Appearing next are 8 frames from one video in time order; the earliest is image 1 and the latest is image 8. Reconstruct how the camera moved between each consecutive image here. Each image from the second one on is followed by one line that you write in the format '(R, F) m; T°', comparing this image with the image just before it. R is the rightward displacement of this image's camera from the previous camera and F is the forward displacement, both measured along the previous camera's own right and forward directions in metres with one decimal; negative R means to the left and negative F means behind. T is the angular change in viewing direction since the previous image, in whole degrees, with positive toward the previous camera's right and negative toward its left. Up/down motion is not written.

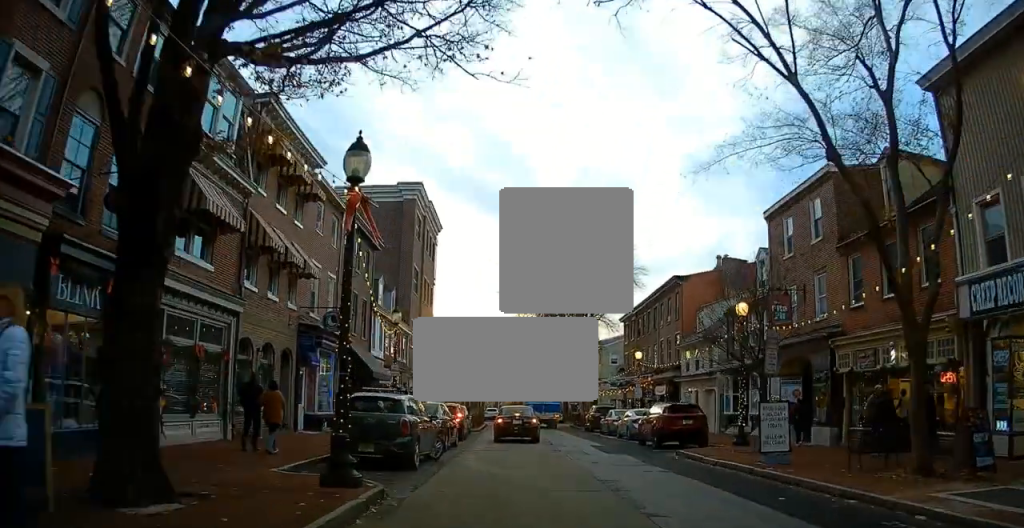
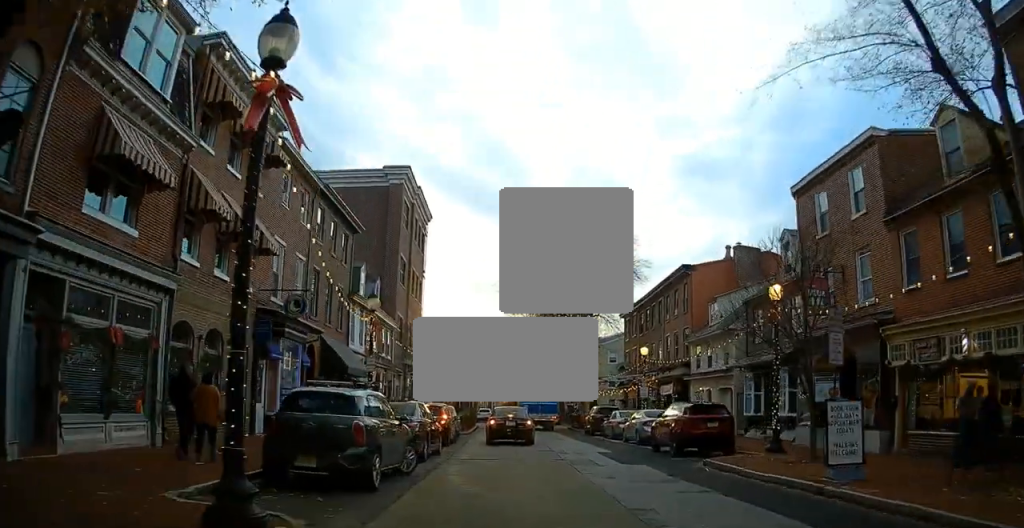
(0.0, +3.8) m; +5°
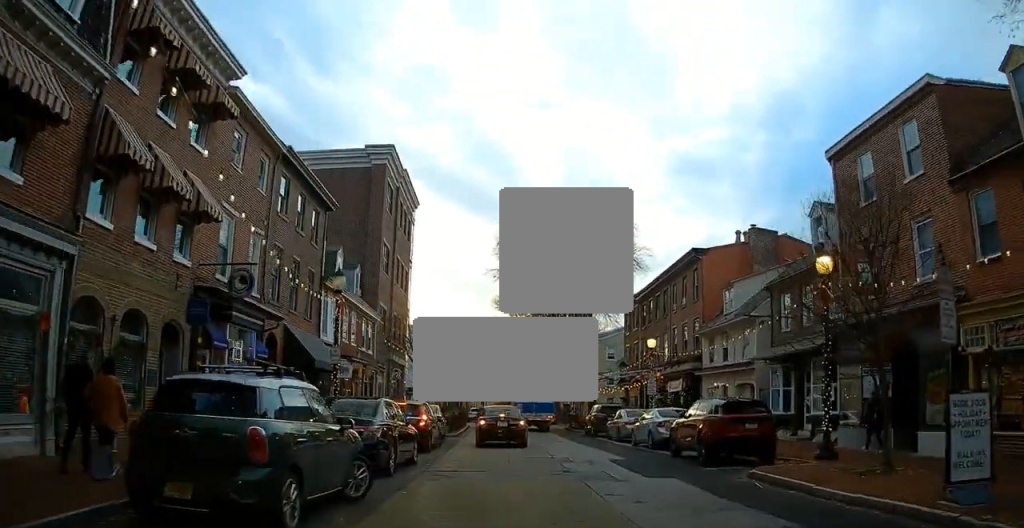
(+0.3, +4.0) m; -1°
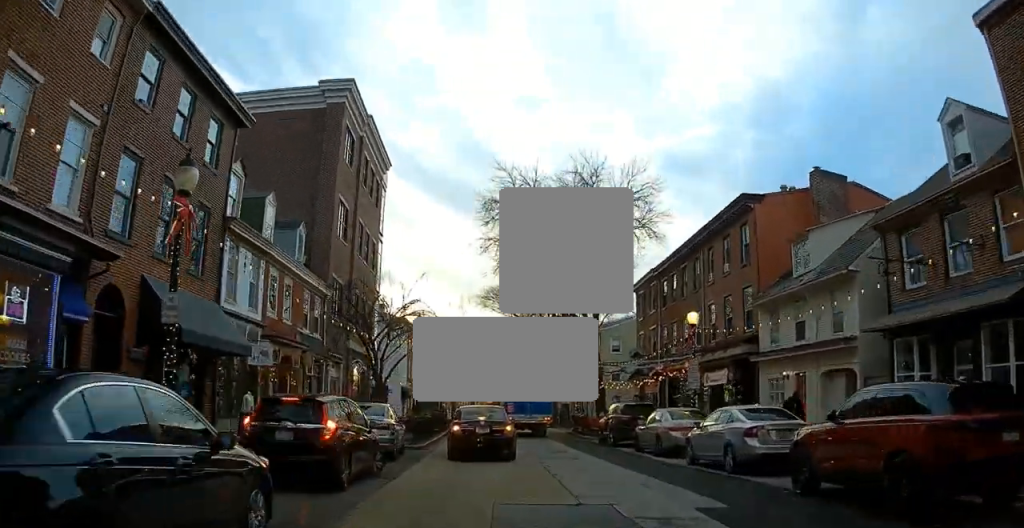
(-0.6, +9.8) m; -2°
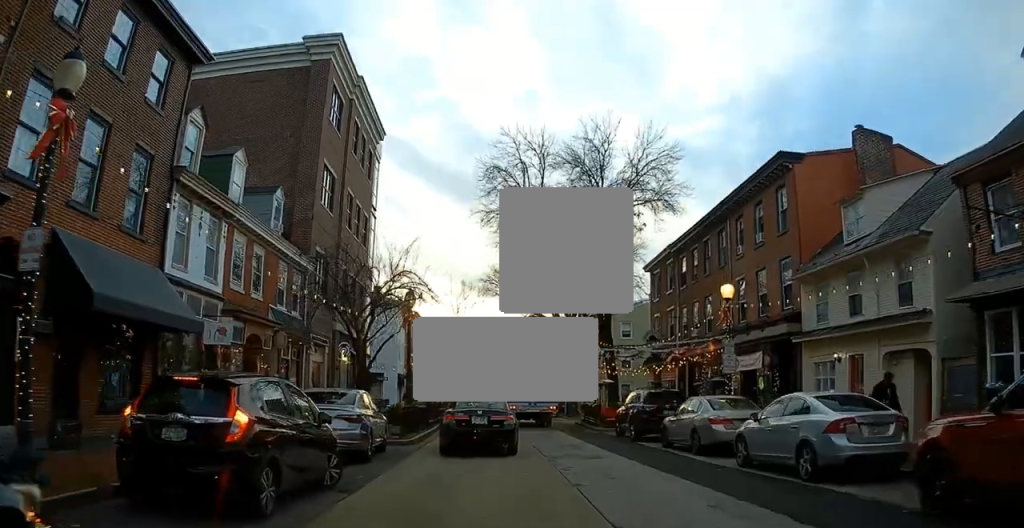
(+0.2, +3.8) m; +3°
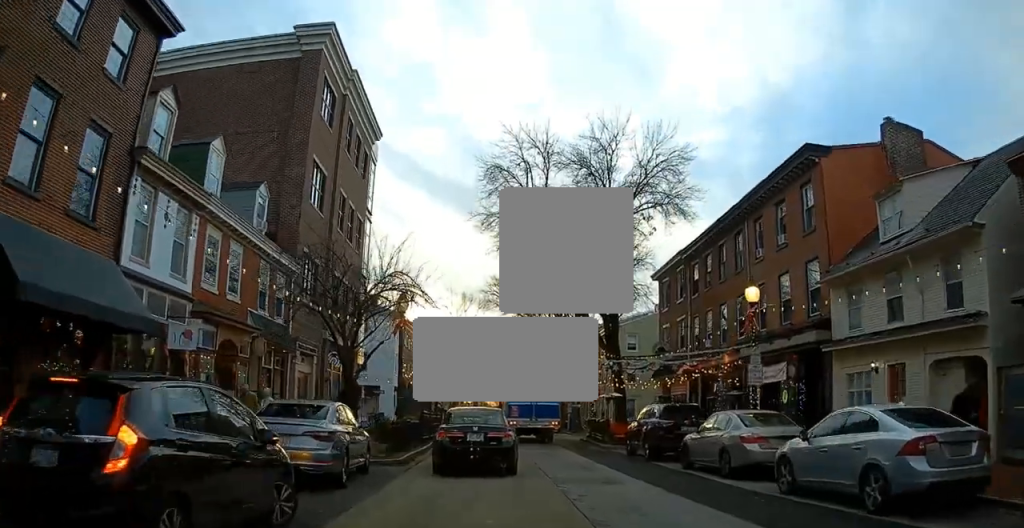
(+0.1, +2.3) m; -1°
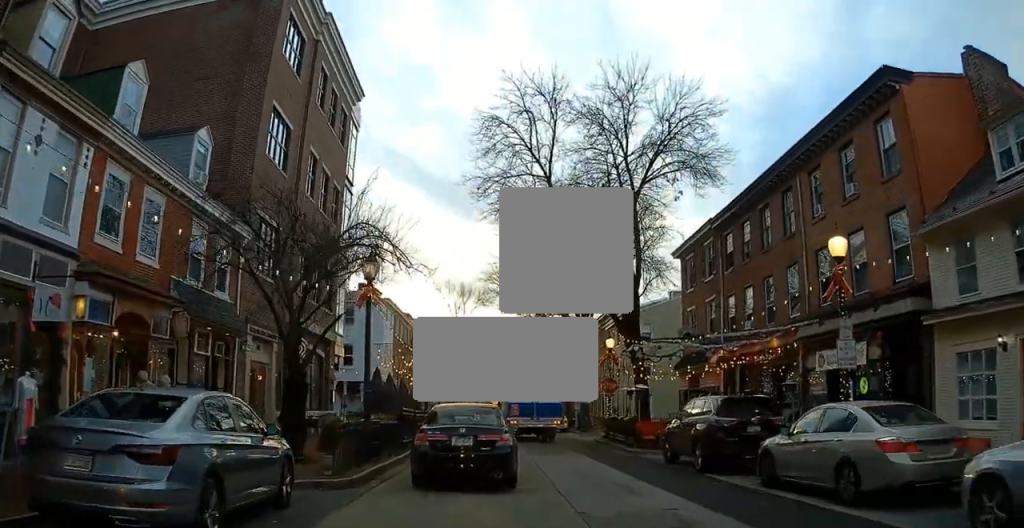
(-0.1, +5.6) m; -3°
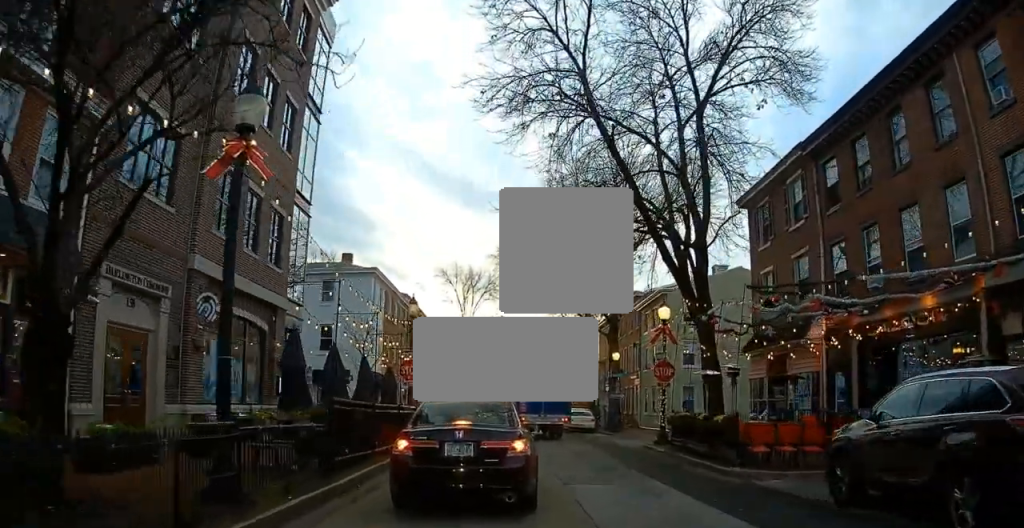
(-1.1, +9.4) m; -8°
